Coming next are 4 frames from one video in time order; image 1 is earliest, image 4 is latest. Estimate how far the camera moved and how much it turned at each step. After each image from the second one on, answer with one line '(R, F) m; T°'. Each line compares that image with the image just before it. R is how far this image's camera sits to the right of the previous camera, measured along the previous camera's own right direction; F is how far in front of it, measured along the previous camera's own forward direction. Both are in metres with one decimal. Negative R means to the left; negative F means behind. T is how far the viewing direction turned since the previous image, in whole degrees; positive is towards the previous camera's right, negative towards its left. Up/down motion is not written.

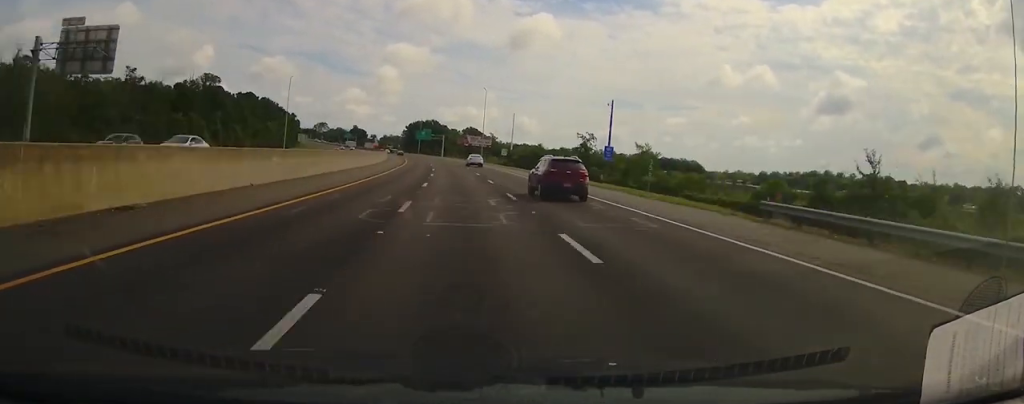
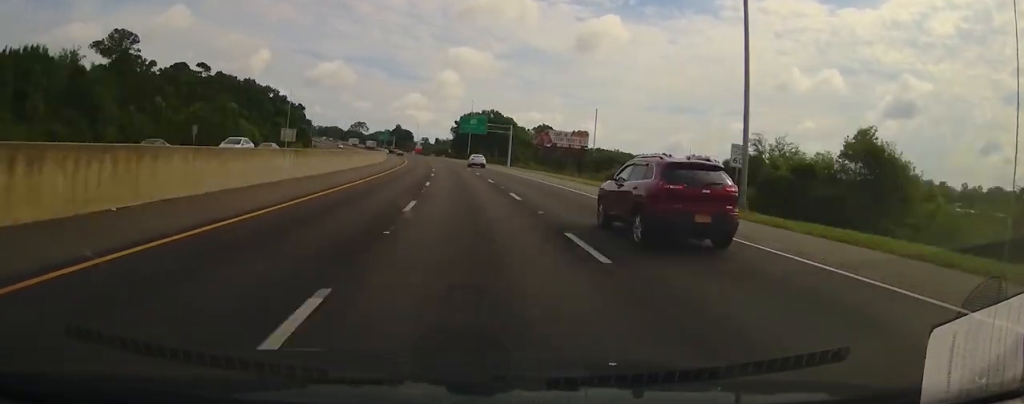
(-4.3, +97.8) m; -7°
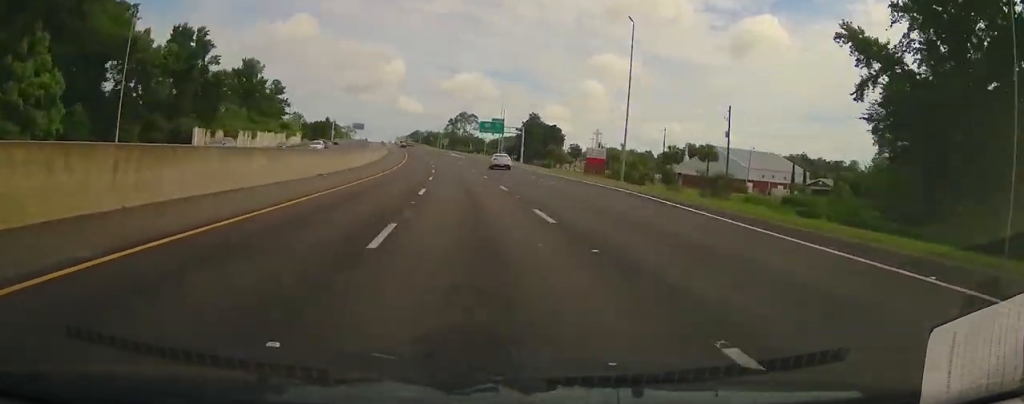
(-26.5, +213.5) m; -13°
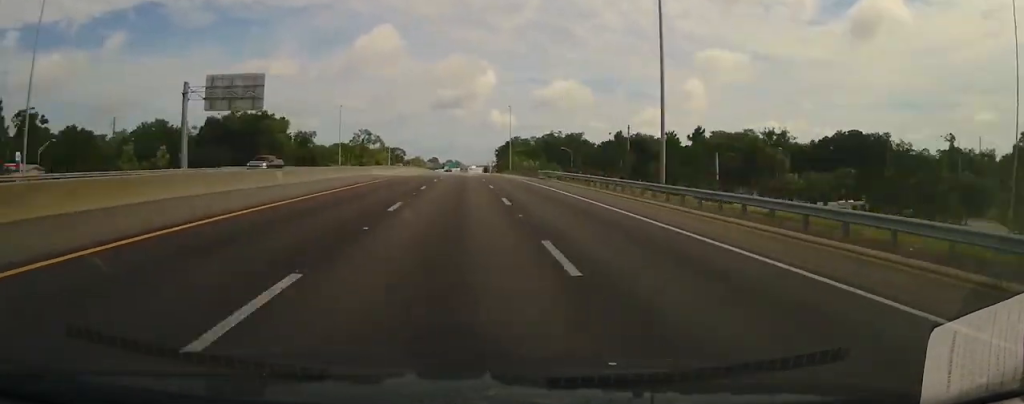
(-20.7, +273.7) m; -6°
